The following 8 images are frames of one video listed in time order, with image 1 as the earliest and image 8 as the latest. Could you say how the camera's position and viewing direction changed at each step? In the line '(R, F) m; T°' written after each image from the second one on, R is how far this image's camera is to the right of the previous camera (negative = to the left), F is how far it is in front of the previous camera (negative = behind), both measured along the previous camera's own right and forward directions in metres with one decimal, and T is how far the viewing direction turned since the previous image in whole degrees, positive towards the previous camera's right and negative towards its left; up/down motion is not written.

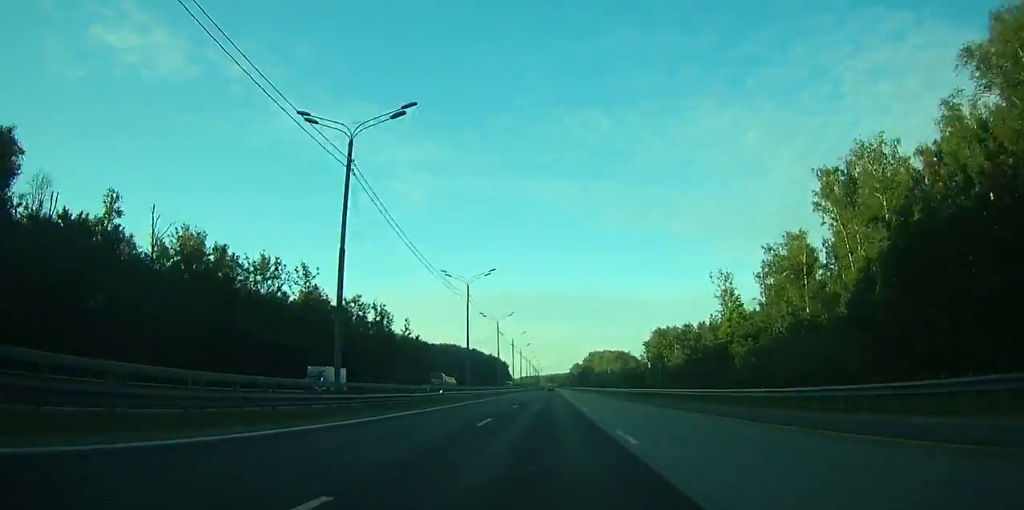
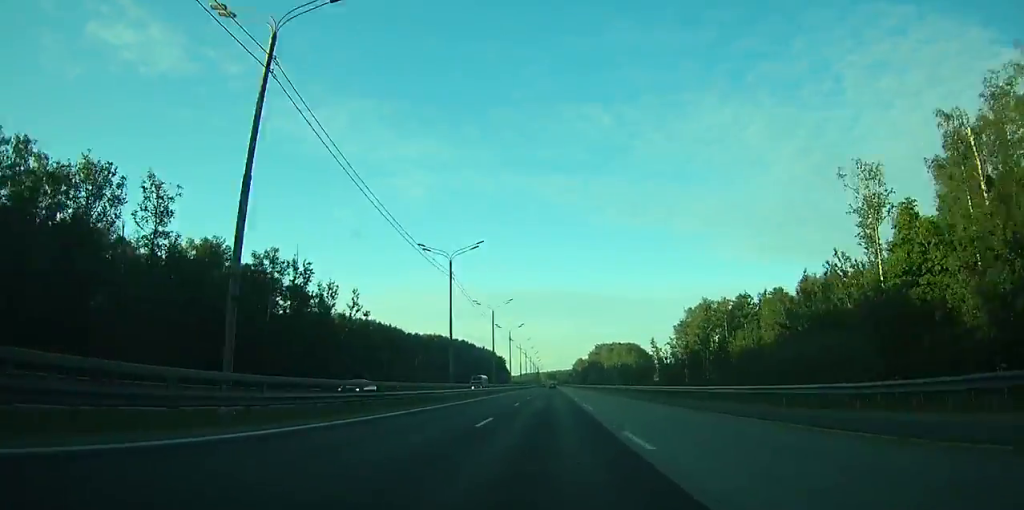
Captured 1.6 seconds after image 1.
(0.0, +49.0) m; 0°
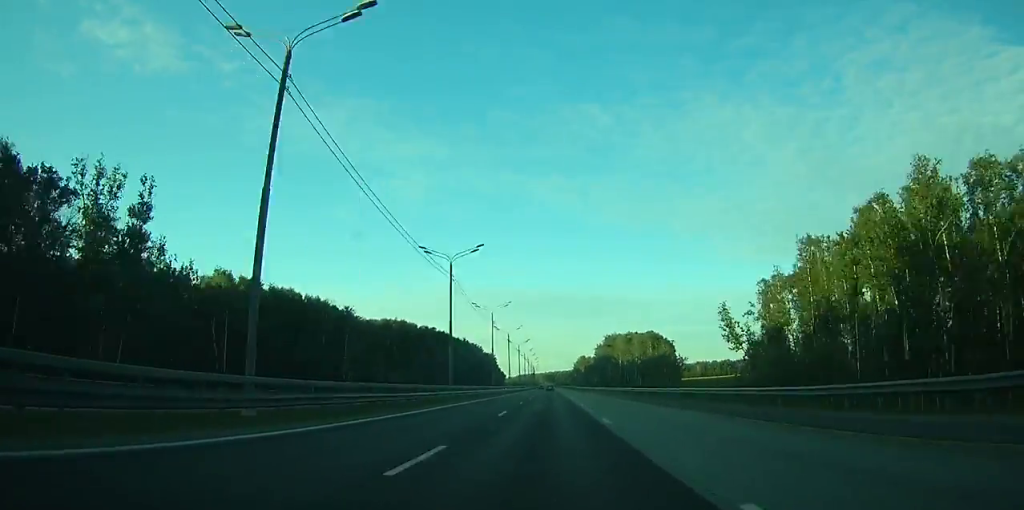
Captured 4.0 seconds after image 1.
(0.0, +69.6) m; 0°
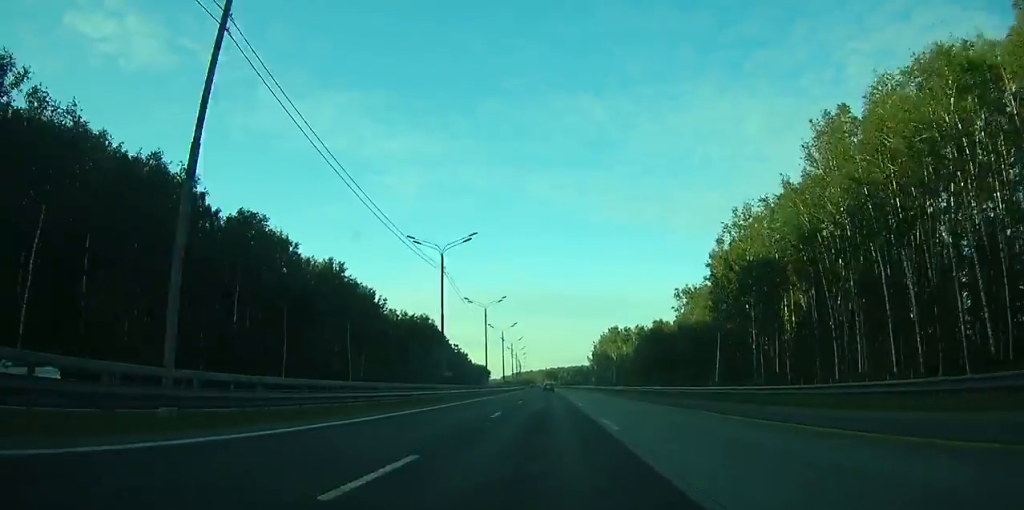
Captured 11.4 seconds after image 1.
(-0.2, +206.5) m; 0°
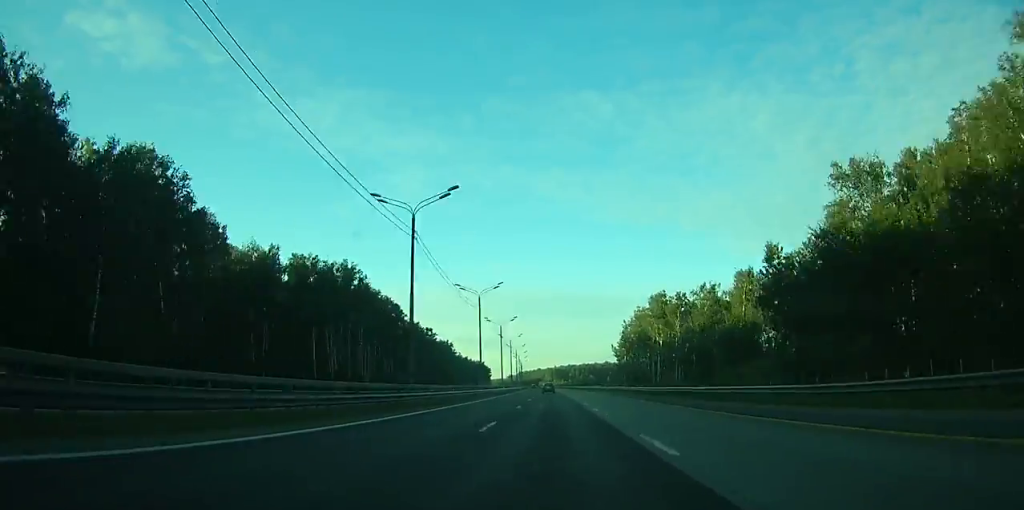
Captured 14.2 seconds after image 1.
(-0.4, +81.3) m; -1°
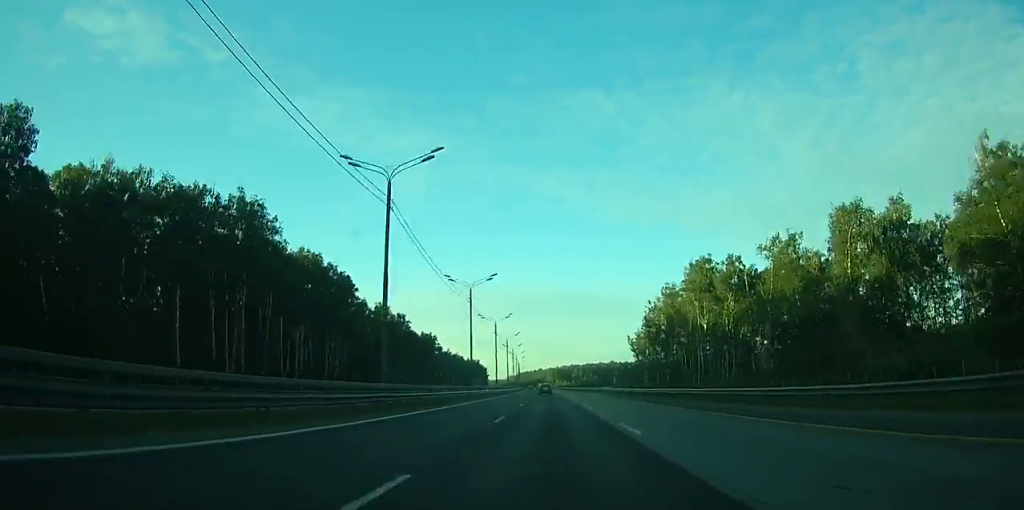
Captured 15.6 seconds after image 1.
(-0.2, +41.1) m; 0°
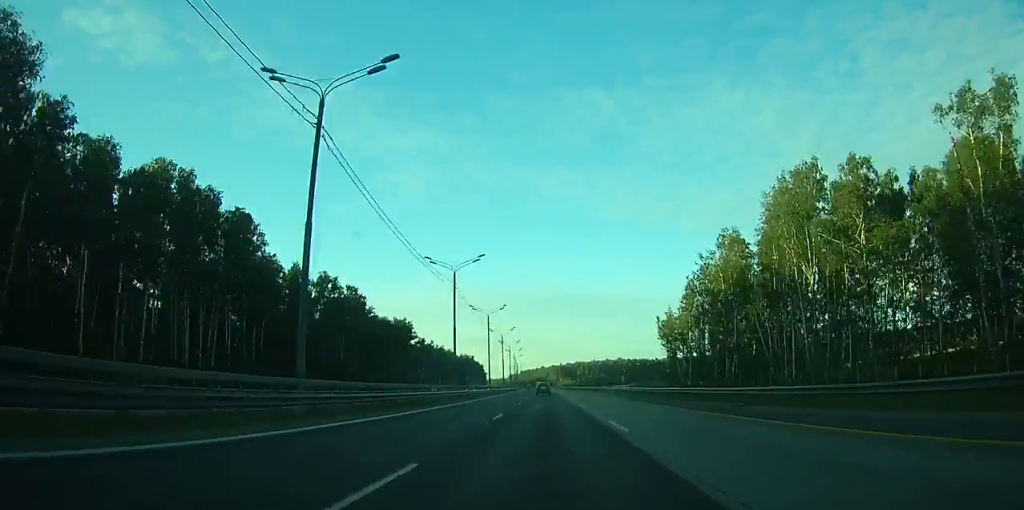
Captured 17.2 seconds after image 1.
(+0.1, +43.9) m; 0°
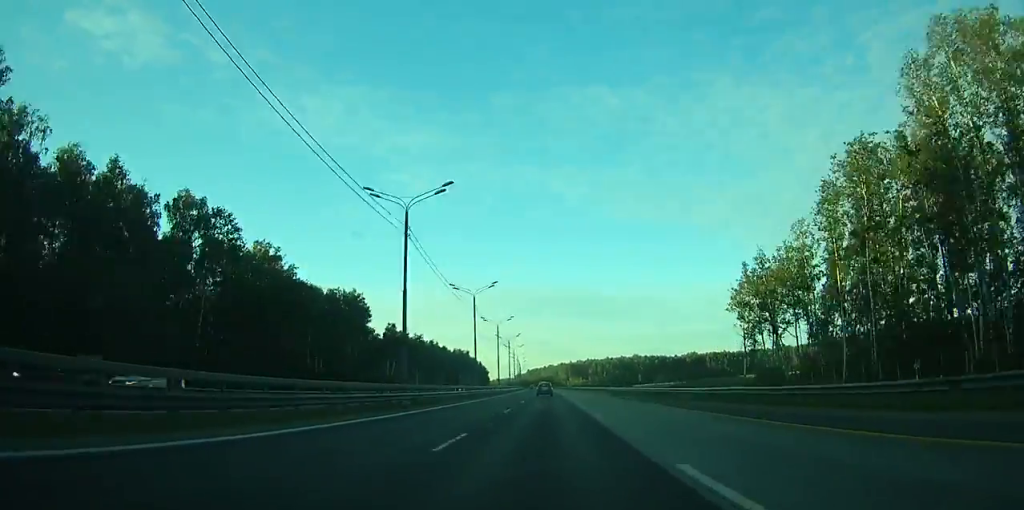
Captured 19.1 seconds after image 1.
(-0.4, +54.4) m; -1°
